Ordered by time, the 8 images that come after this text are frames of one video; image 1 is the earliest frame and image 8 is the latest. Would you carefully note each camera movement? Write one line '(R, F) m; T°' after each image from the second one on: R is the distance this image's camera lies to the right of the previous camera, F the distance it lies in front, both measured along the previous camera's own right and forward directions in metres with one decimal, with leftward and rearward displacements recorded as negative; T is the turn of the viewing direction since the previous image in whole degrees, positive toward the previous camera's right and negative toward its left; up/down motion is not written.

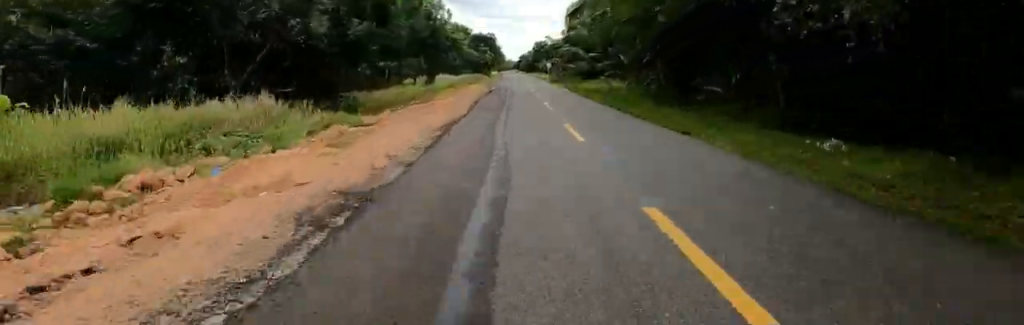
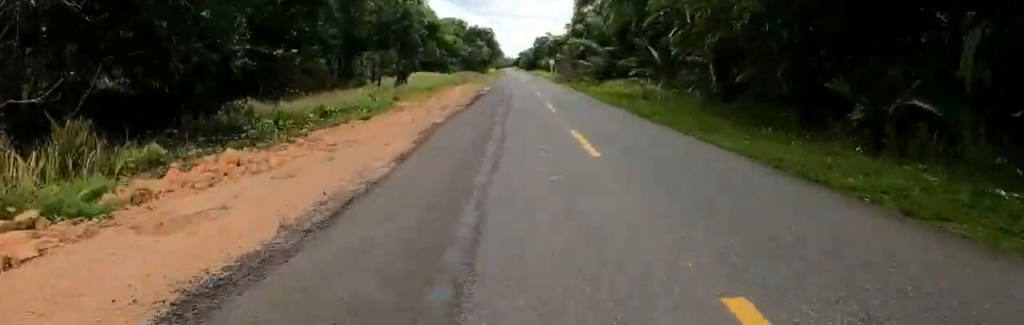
(-0.6, +10.7) m; +1°
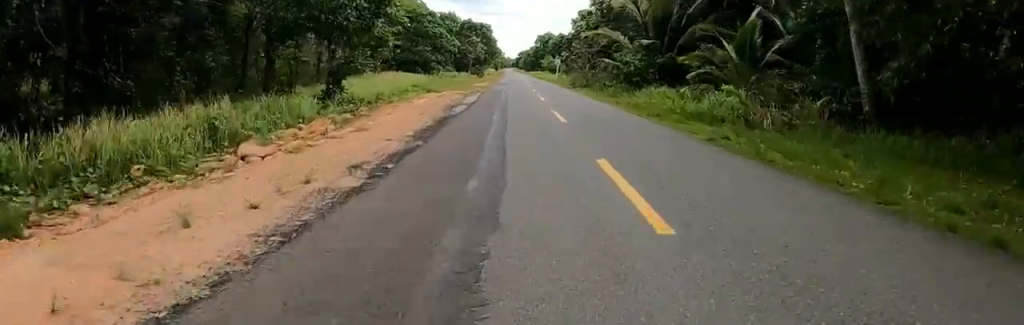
(+1.2, +11.8) m; +1°
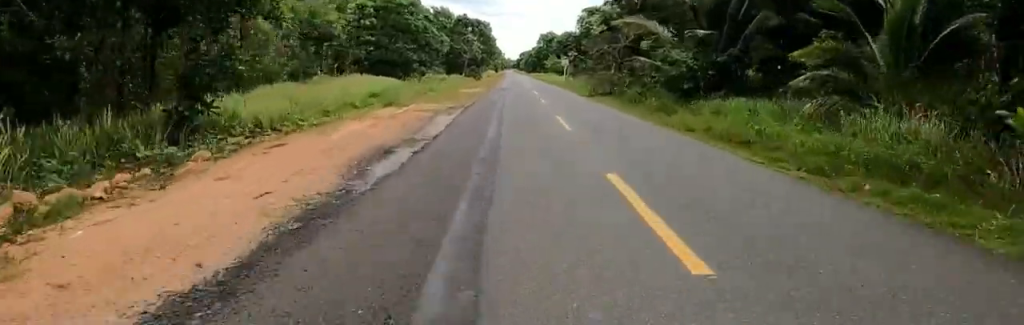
(-1.0, +9.4) m; -1°
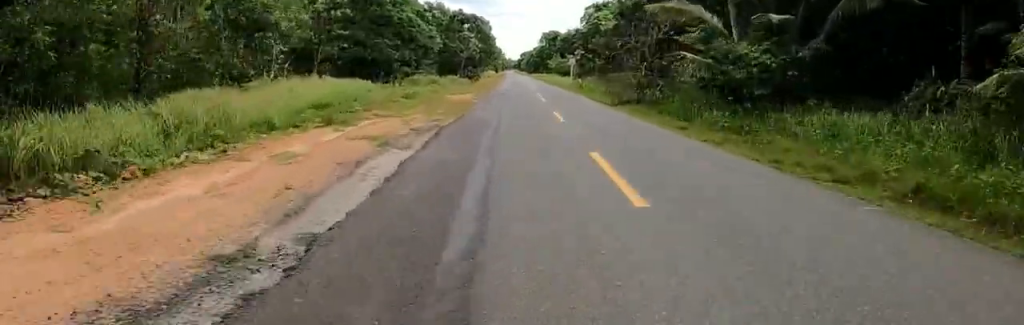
(-0.1, +5.8) m; 0°
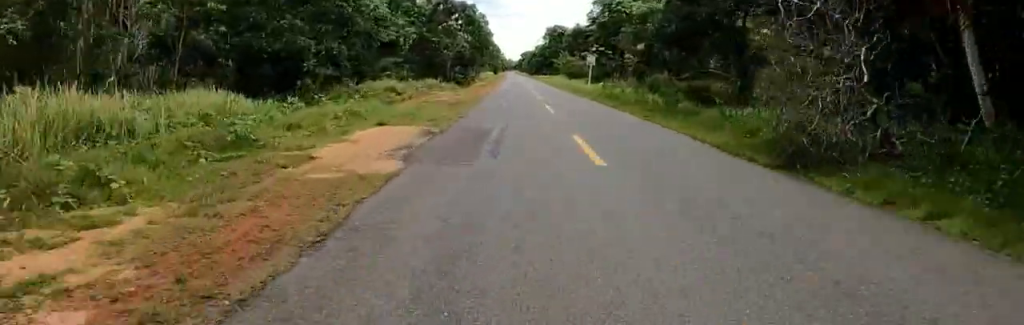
(+0.7, +13.8) m; 0°
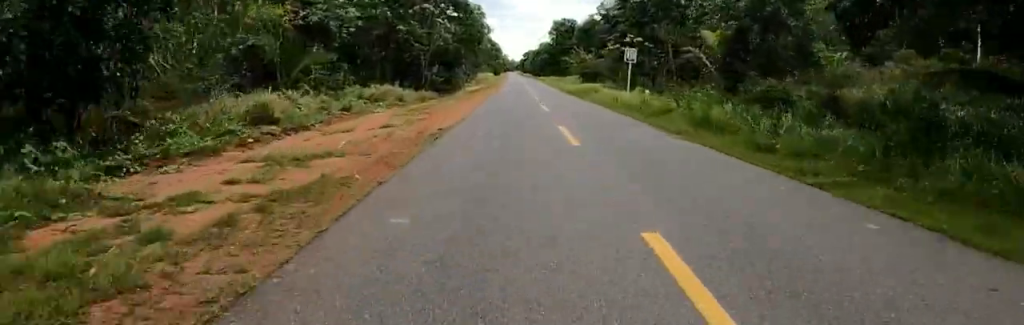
(-0.6, +13.6) m; +2°
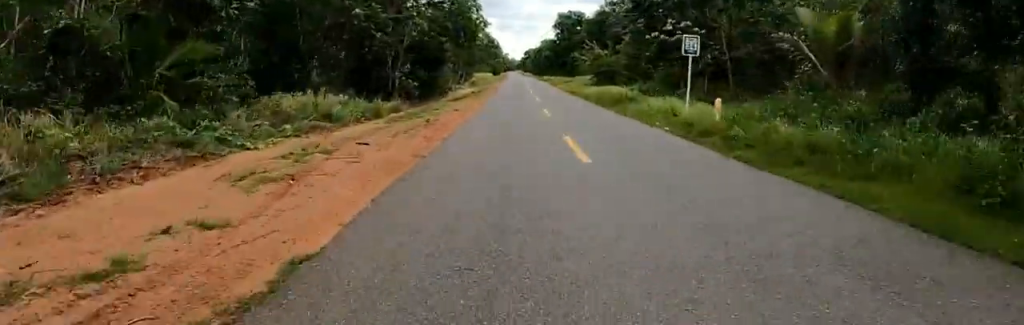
(+0.9, +8.8) m; +3°
